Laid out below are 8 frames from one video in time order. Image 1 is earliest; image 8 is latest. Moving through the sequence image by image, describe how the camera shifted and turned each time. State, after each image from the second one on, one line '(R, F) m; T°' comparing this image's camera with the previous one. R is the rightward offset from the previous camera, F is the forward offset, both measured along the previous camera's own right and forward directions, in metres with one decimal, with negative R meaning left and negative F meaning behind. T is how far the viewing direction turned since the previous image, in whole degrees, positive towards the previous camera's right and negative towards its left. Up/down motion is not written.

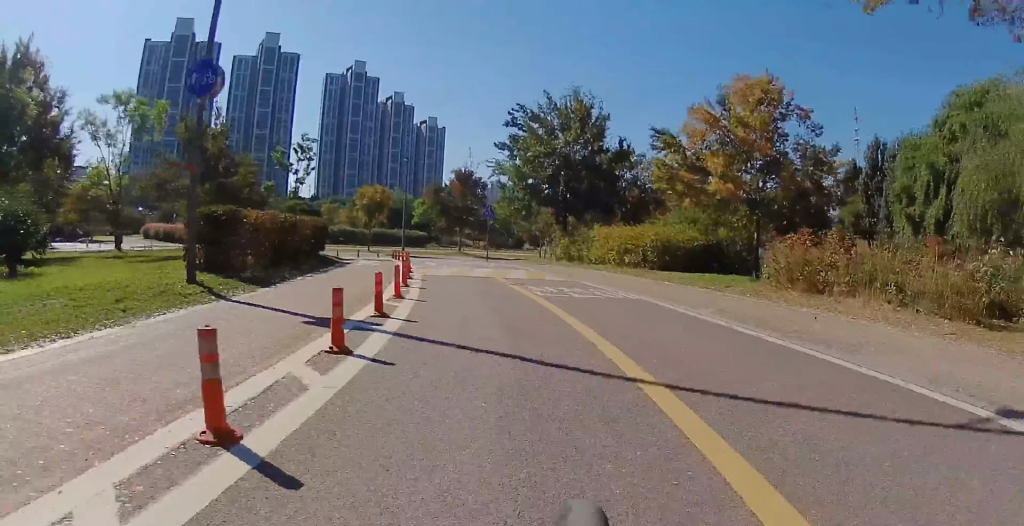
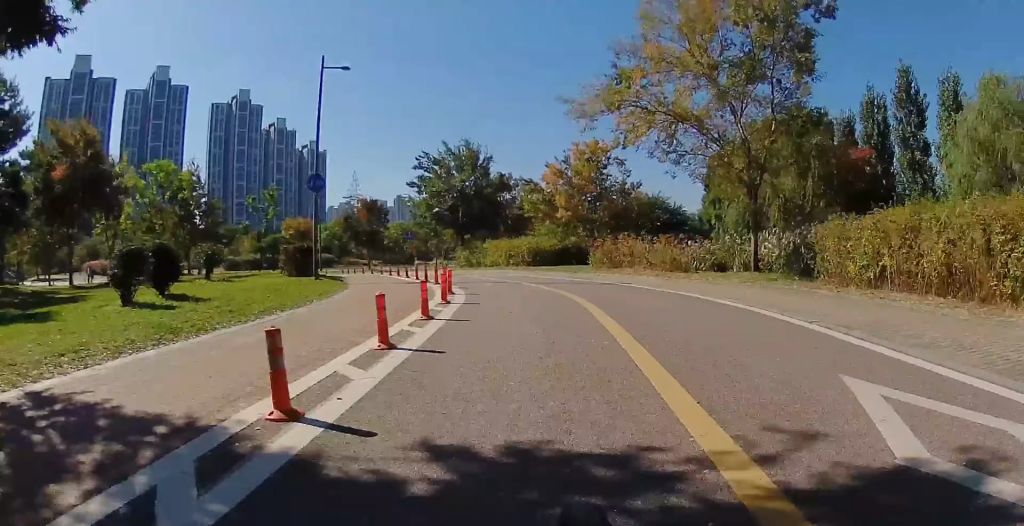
(+1.2, +10.0) m; +14°
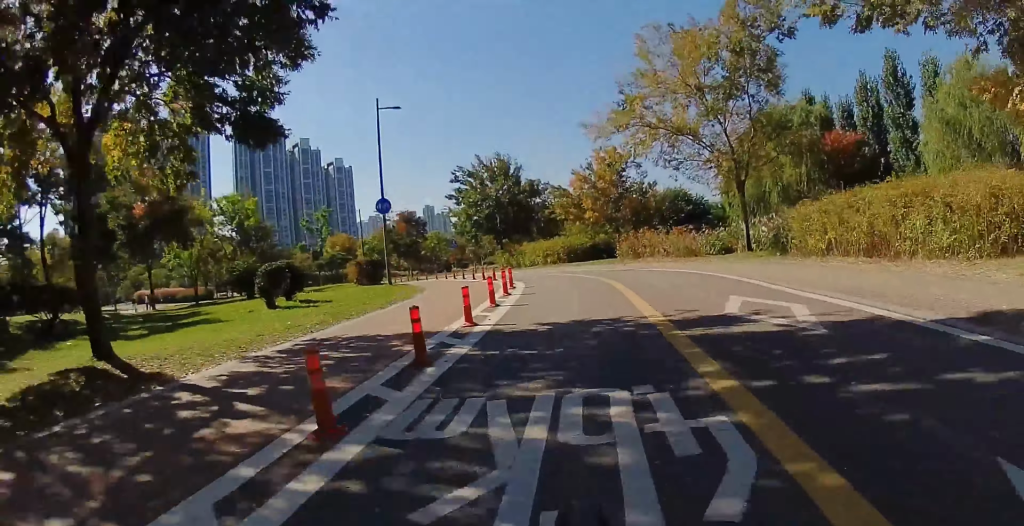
(+0.2, +3.6) m; +3°
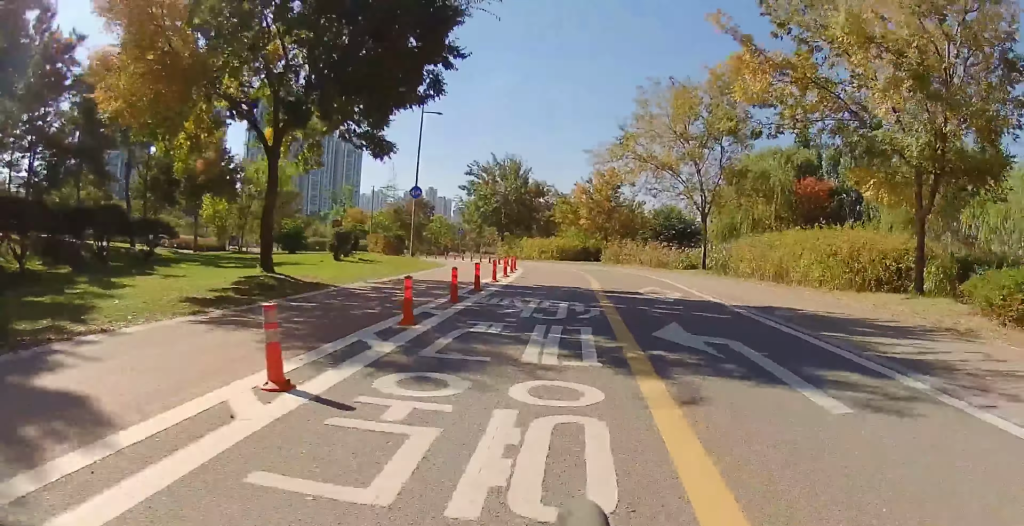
(0.0, +4.7) m; +1°
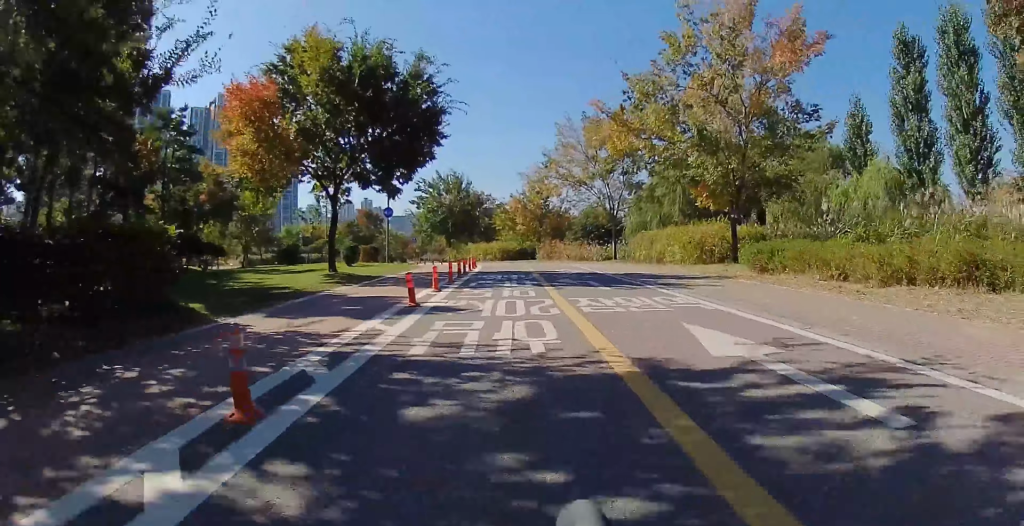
(+0.1, +7.1) m; +1°
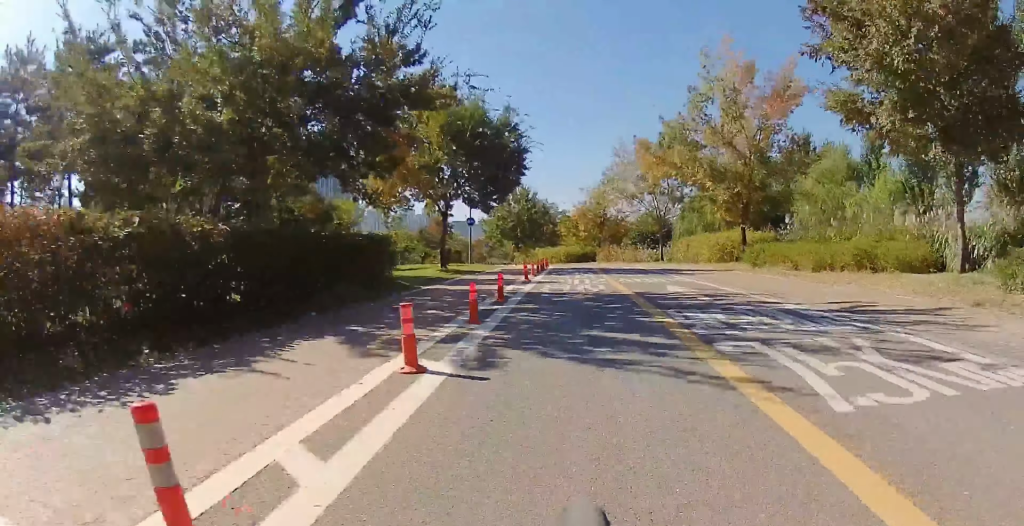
(0.0, +5.7) m; 0°
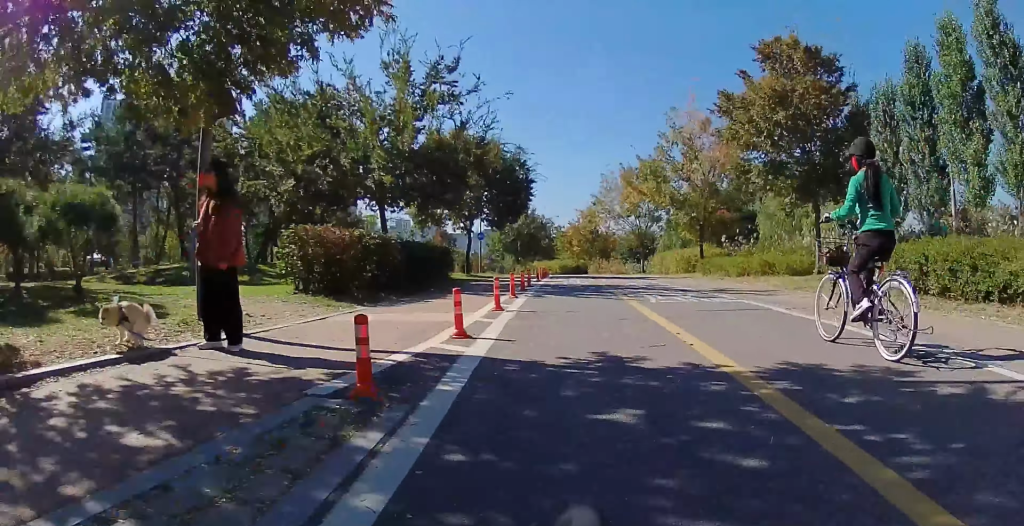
(0.0, +6.3) m; +2°
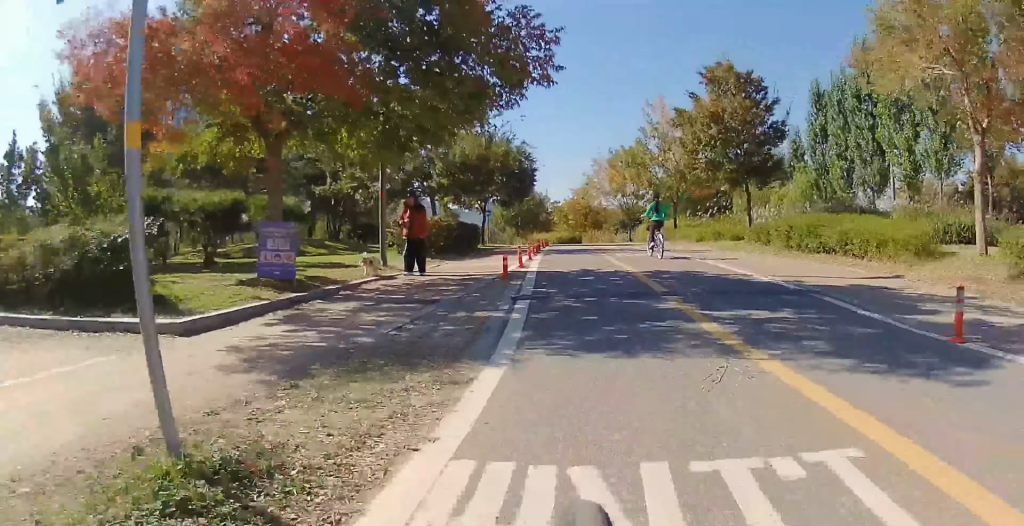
(+0.1, +6.1) m; -1°
